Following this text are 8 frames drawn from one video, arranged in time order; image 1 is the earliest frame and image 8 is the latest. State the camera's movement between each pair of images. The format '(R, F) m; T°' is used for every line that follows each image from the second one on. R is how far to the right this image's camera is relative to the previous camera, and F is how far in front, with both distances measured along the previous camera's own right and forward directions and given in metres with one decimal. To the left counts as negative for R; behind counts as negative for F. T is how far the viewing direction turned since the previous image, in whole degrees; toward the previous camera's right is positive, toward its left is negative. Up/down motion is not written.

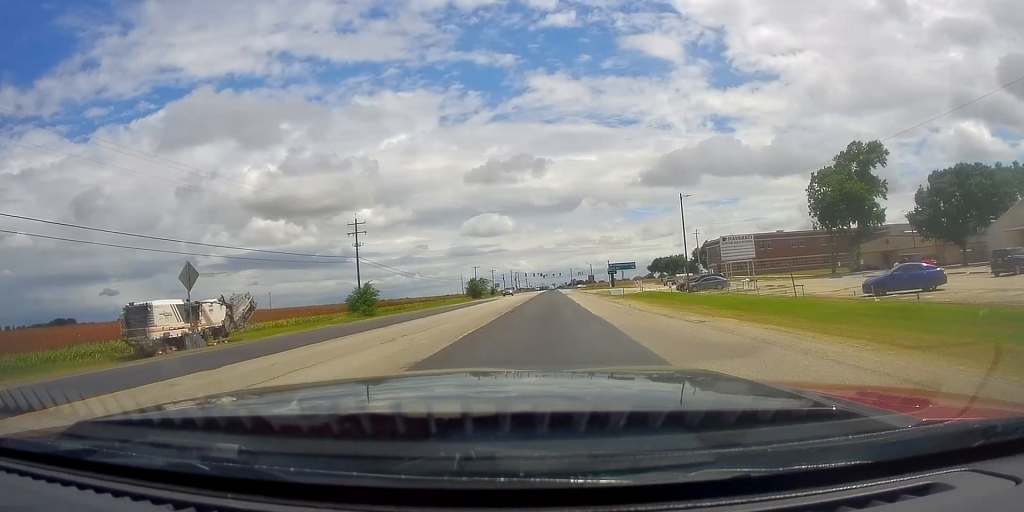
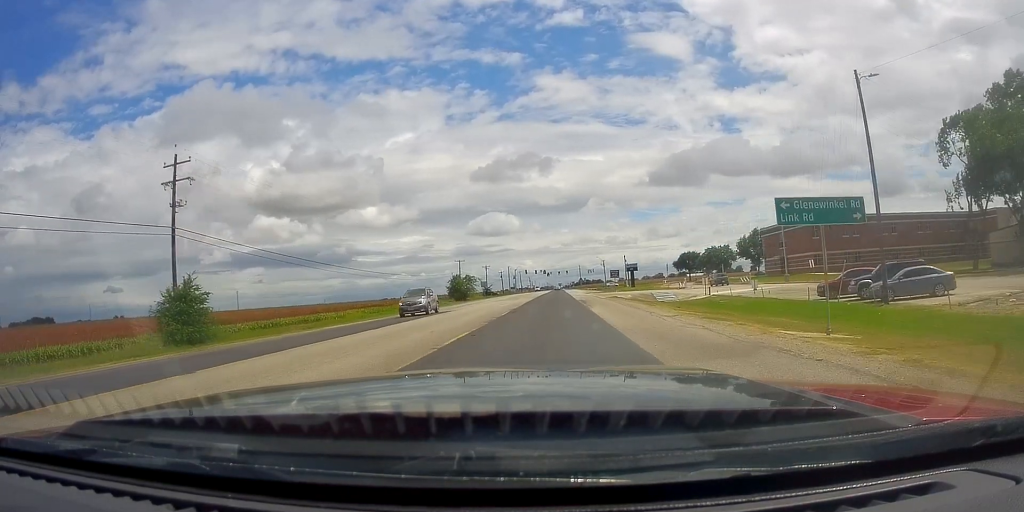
(-0.9, +38.8) m; -3°
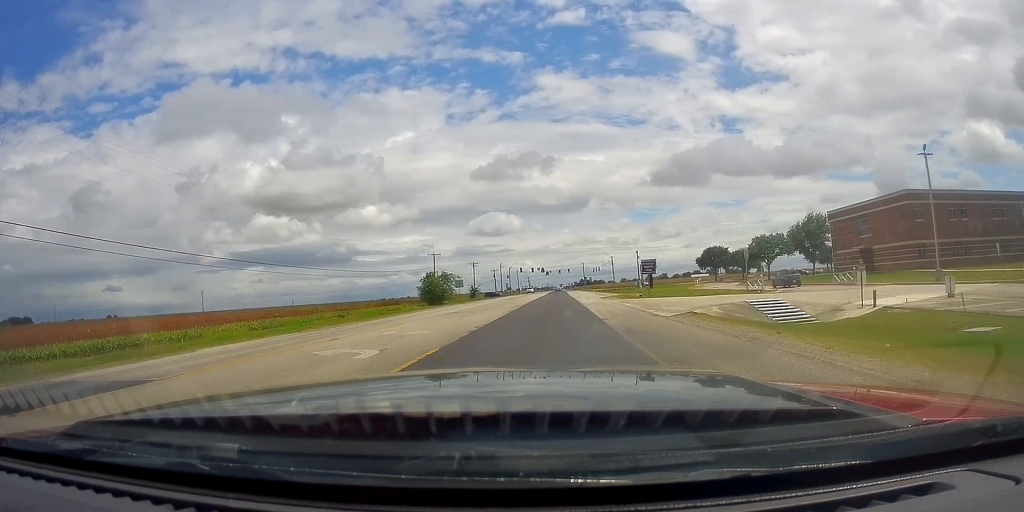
(0.0, +29.5) m; 0°
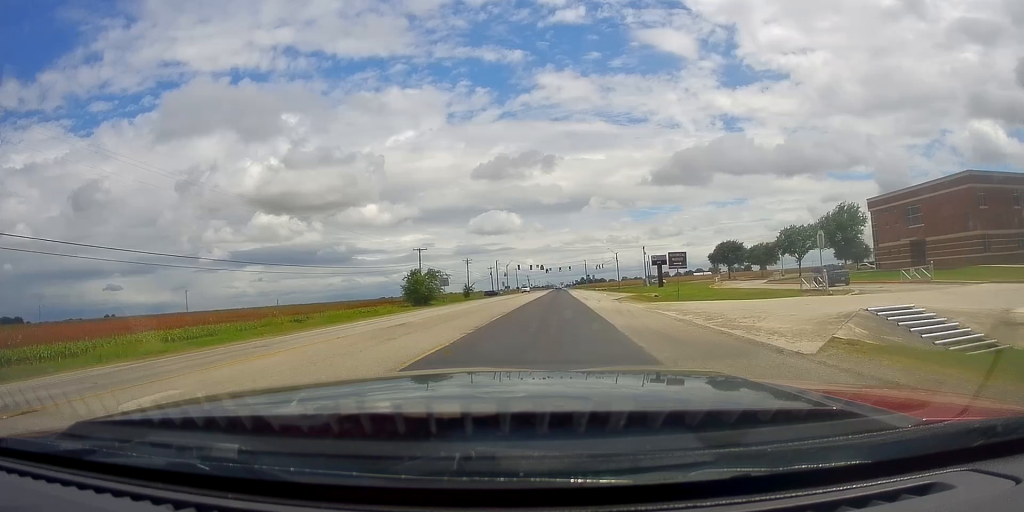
(0.0, +12.0) m; 0°
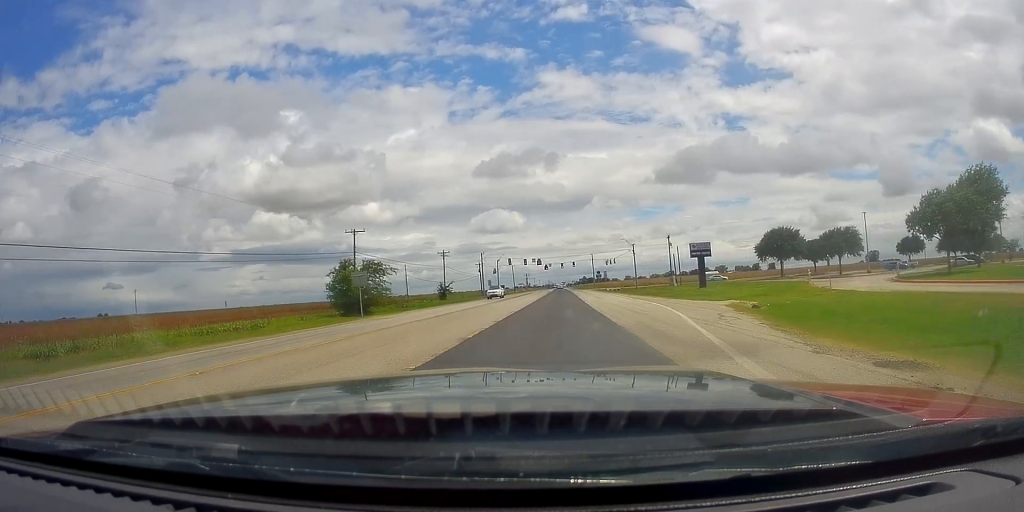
(0.0, +33.5) m; 0°
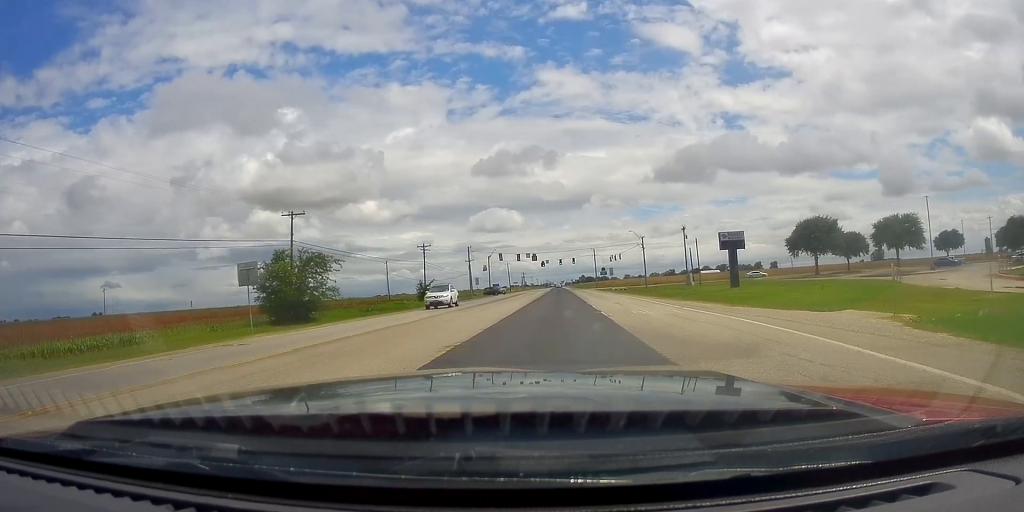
(0.0, +16.3) m; 0°
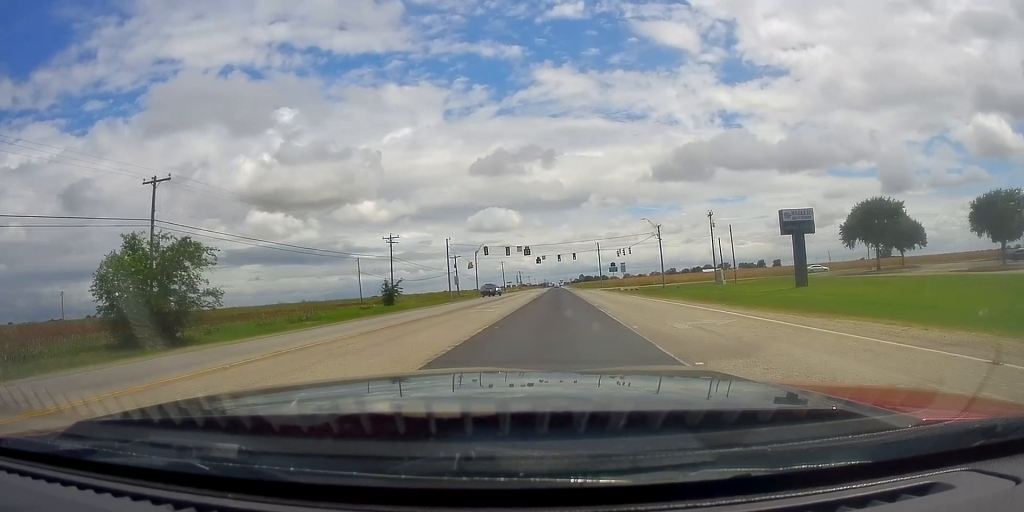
(0.0, +19.8) m; 0°
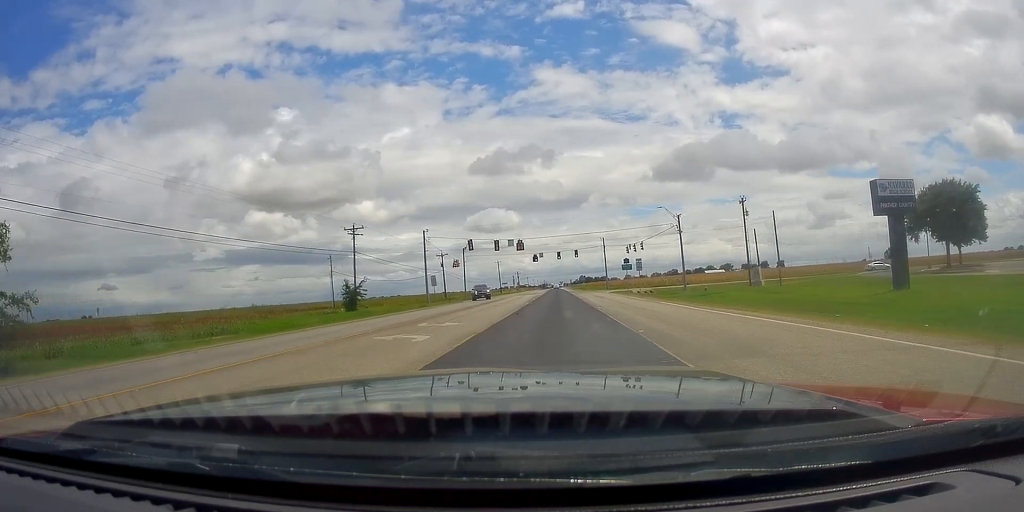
(0.0, +15.6) m; 0°
